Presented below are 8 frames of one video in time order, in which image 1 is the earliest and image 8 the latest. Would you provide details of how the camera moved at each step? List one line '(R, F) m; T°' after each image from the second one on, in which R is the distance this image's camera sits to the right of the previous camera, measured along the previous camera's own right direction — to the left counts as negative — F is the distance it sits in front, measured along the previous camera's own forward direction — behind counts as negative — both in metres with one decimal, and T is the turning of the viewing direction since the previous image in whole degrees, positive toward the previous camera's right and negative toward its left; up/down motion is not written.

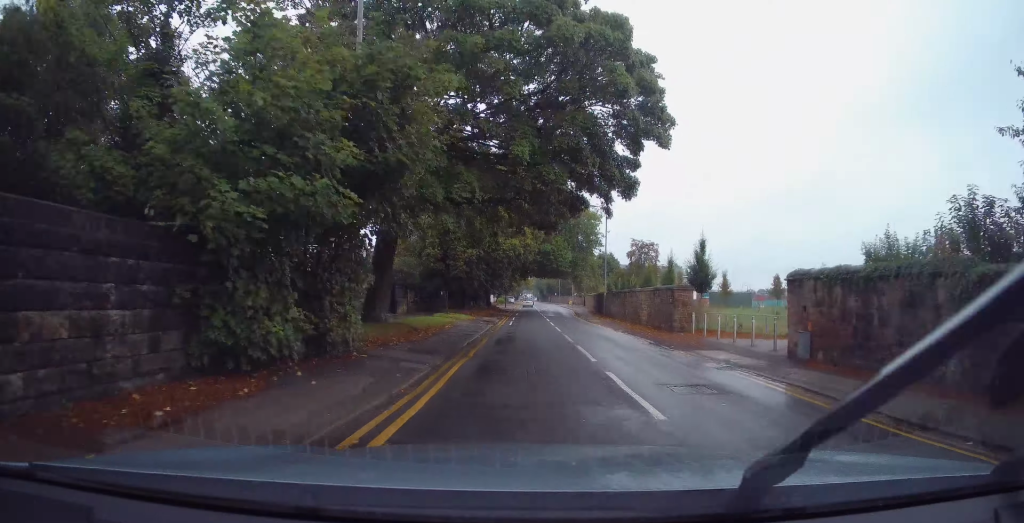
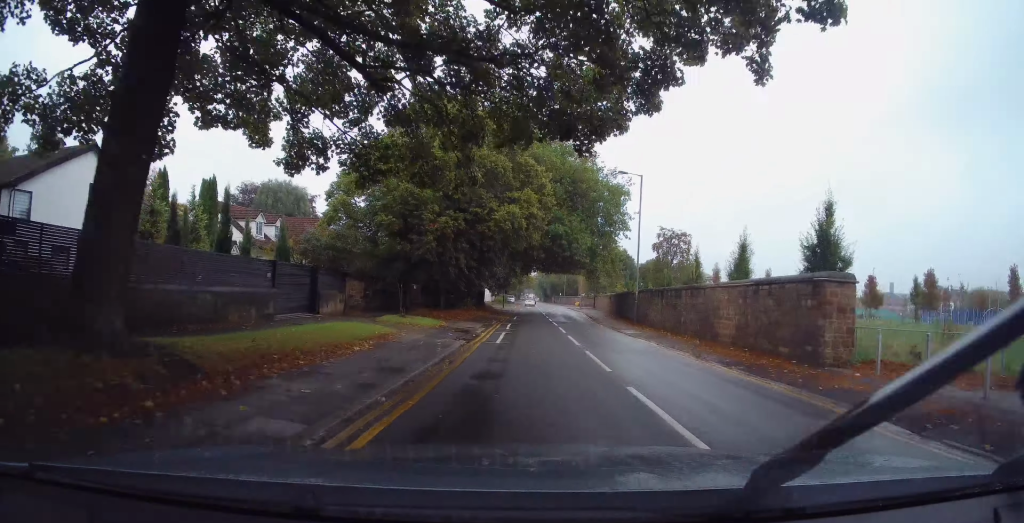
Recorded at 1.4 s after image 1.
(+0.2, +13.5) m; -1°
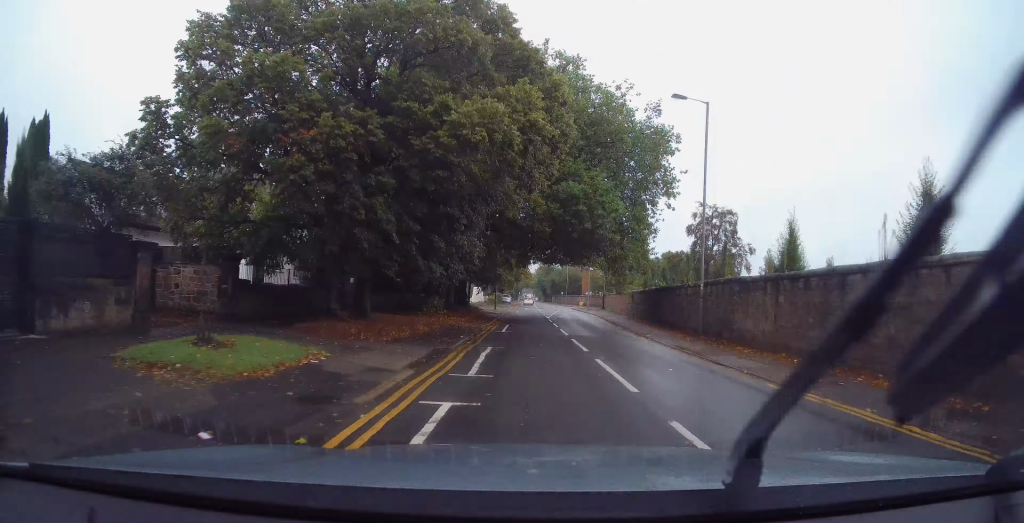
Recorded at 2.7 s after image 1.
(-0.2, +13.9) m; -3°
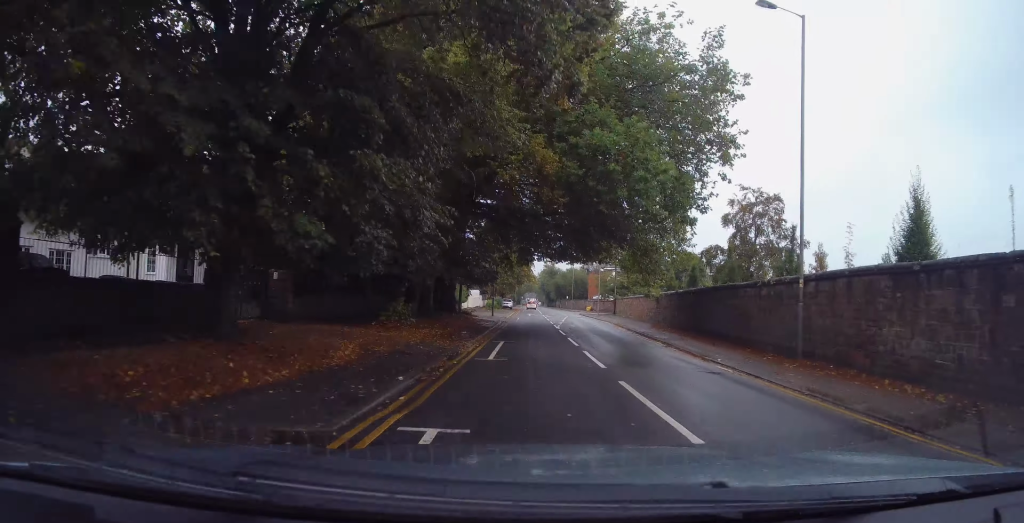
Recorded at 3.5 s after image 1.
(-0.2, +8.6) m; -2°
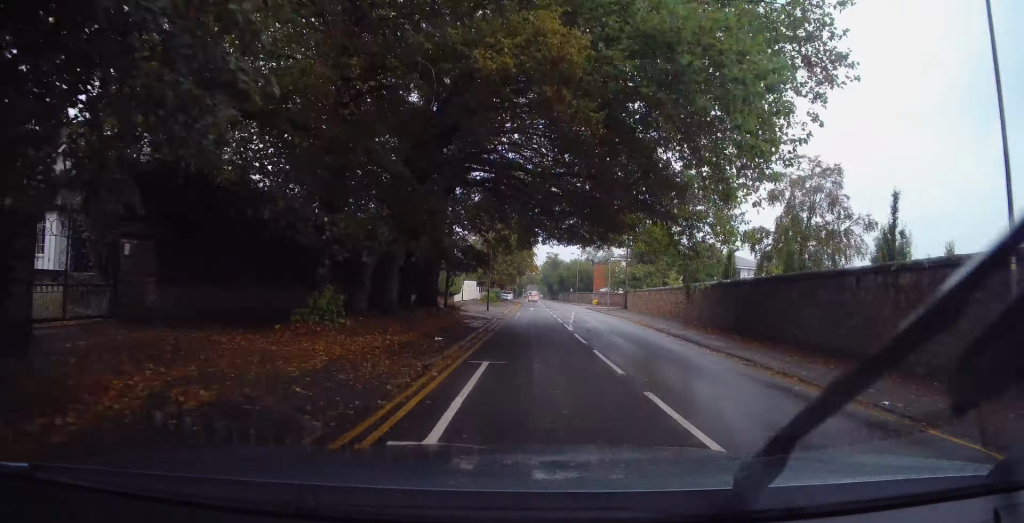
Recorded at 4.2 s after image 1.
(-0.1, +7.6) m; -1°
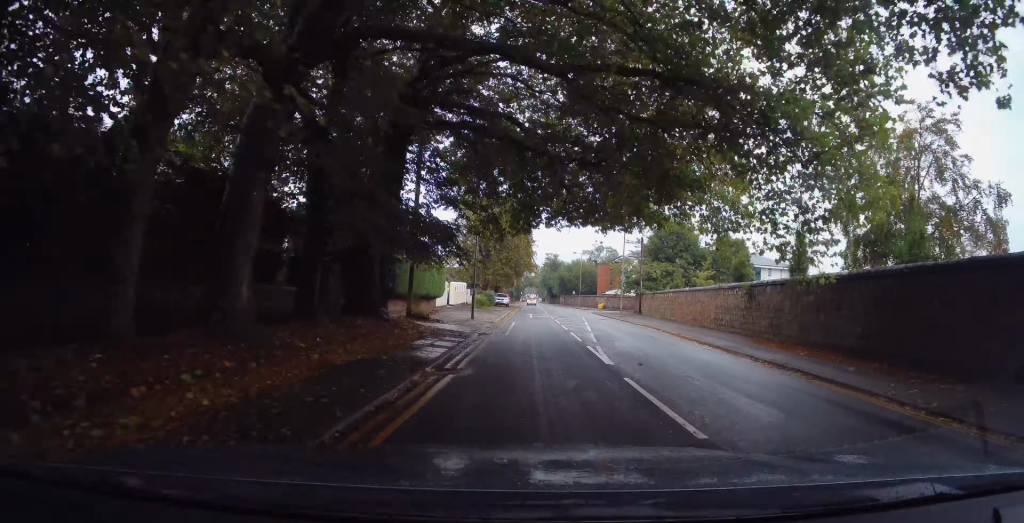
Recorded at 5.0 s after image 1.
(-0.1, +9.9) m; -1°
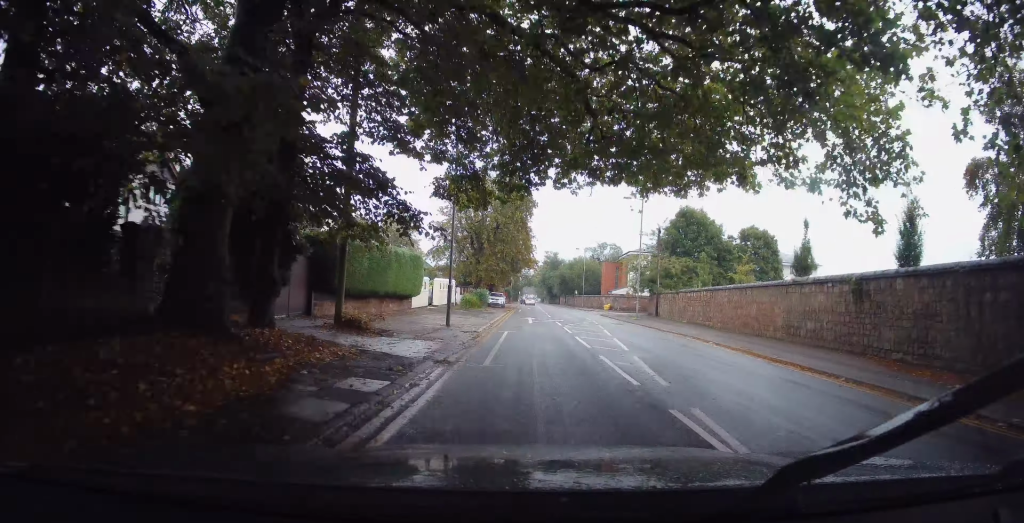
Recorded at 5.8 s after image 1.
(+0.2, +8.3) m; -3°
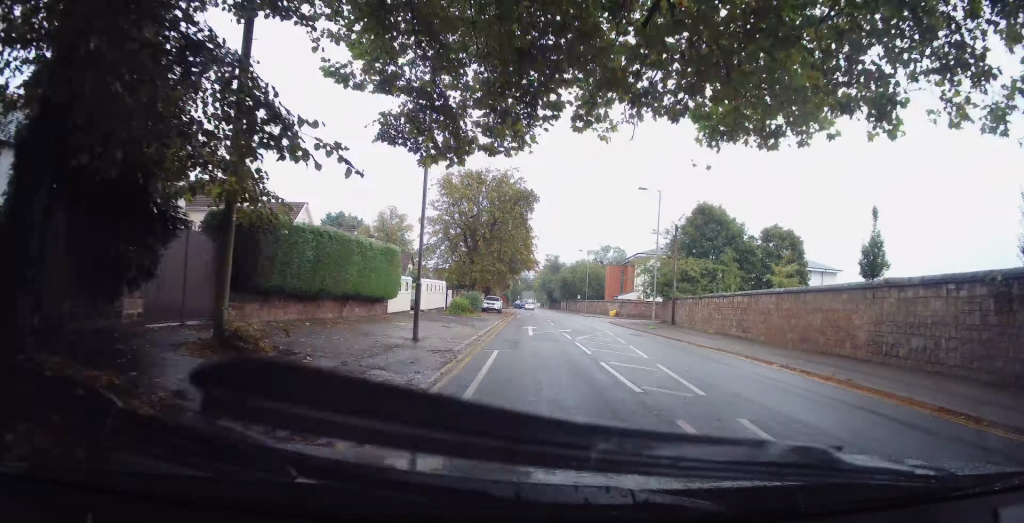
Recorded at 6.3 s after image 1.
(-0.3, +5.9) m; -1°
